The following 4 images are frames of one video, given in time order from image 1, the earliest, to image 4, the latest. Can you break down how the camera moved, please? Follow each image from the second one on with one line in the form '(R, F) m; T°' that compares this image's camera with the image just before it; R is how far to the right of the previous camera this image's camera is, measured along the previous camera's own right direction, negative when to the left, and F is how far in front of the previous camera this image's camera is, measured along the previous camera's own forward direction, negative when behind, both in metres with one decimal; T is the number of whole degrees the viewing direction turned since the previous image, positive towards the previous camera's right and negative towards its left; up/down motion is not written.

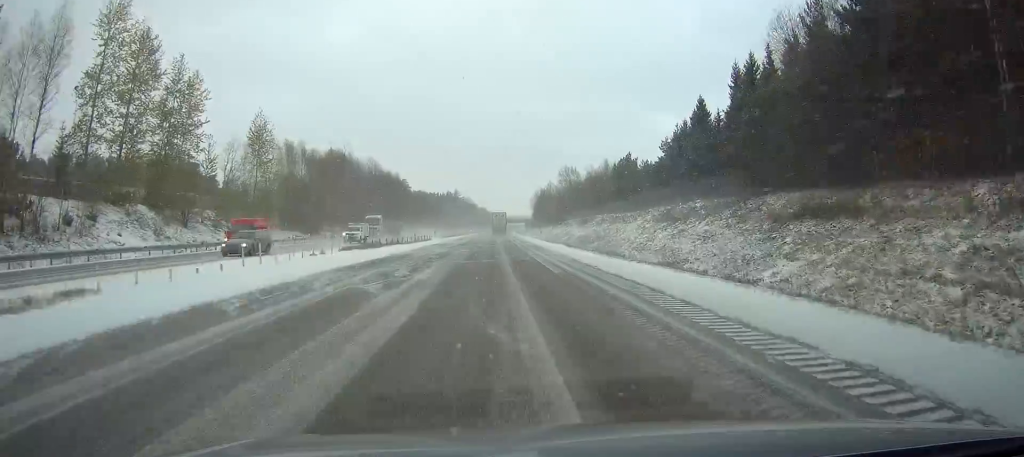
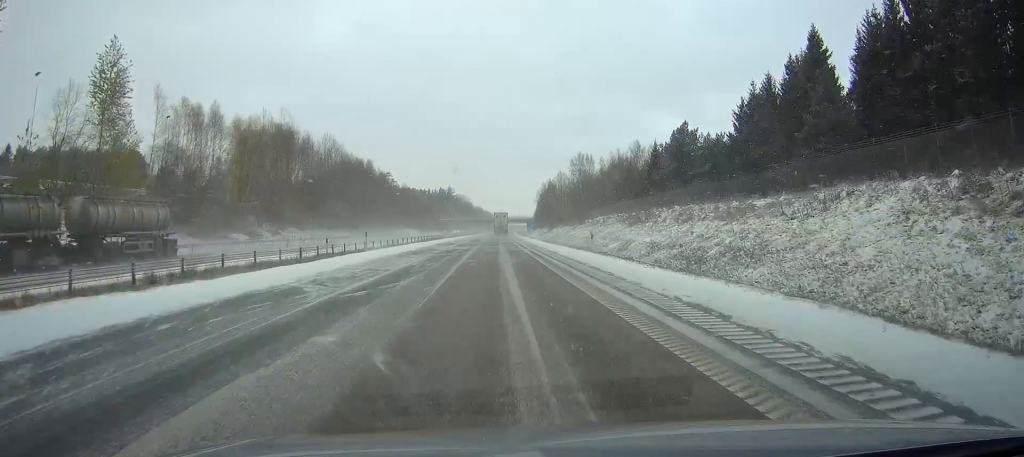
(+0.1, +43.8) m; 0°
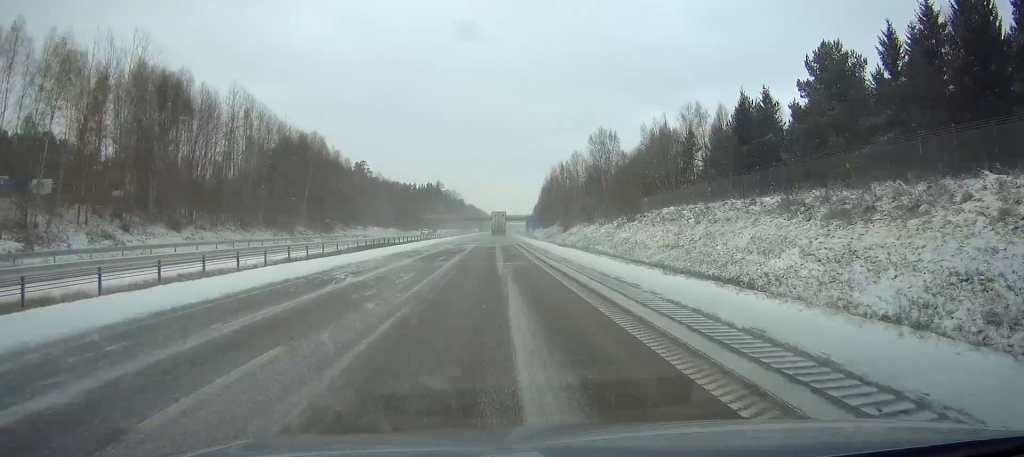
(+0.4, +46.4) m; +1°
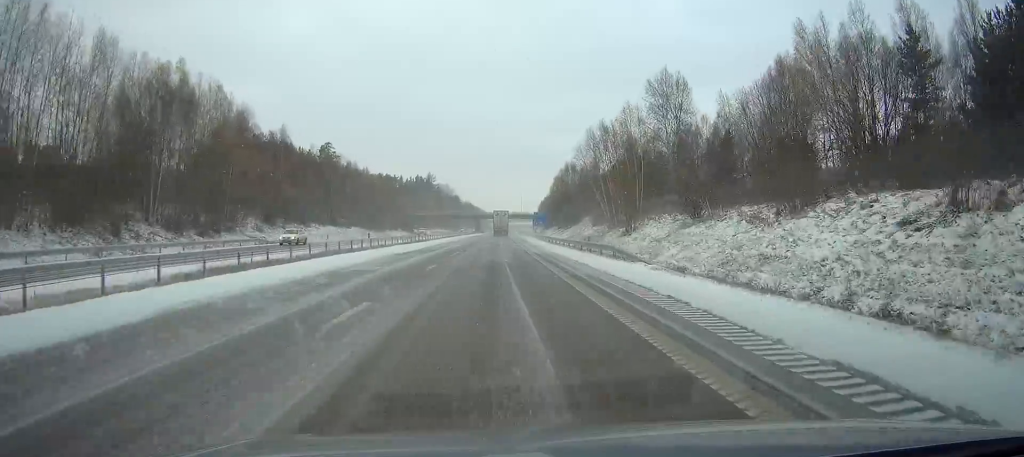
(+0.1, +54.8) m; 0°
